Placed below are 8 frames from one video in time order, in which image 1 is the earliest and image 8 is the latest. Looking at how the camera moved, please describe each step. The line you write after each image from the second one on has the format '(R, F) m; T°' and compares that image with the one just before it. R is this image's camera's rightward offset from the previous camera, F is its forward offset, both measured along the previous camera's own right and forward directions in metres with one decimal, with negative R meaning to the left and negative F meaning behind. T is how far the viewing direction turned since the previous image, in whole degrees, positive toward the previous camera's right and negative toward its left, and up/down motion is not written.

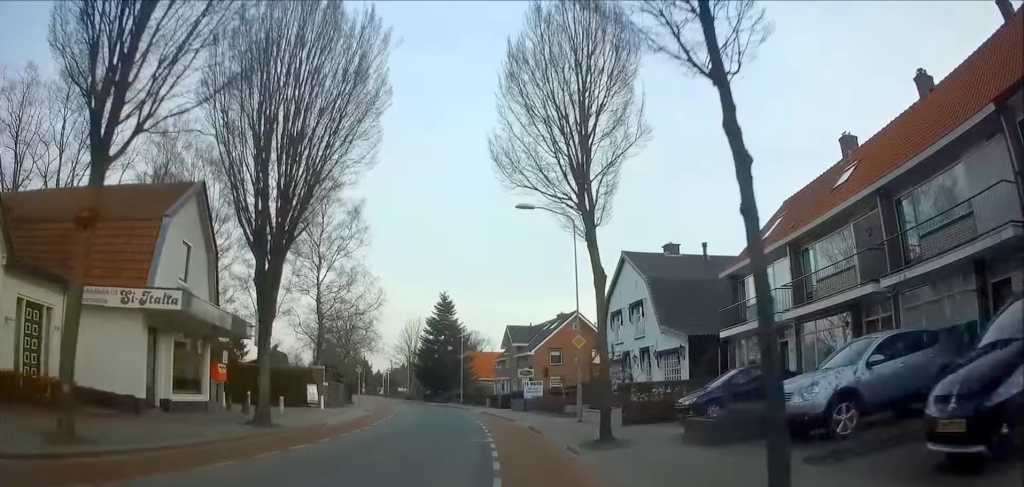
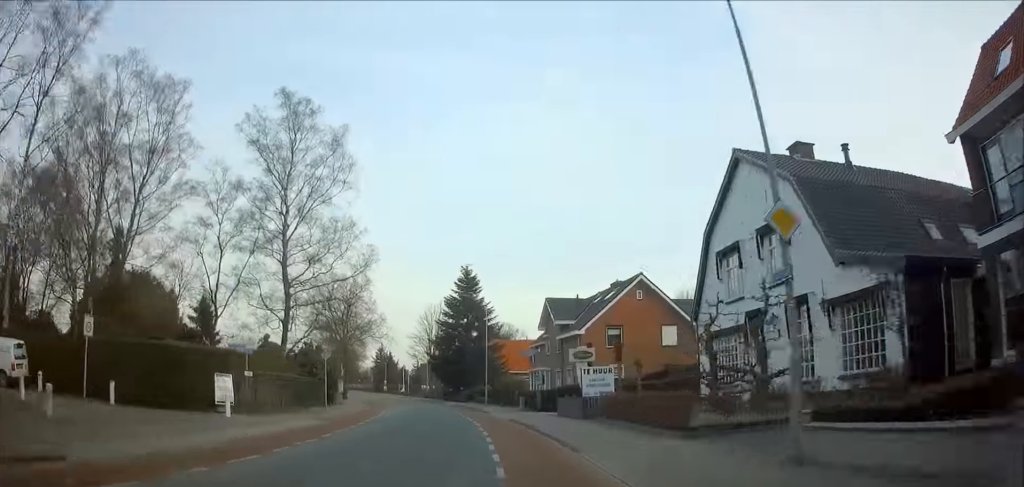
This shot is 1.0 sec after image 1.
(+0.2, +15.4) m; -1°
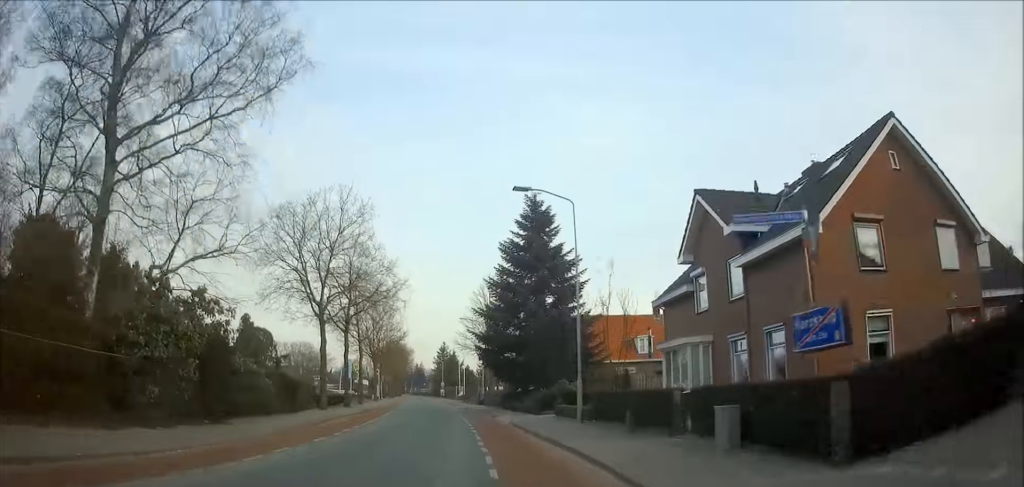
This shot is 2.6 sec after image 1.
(-1.0, +24.6) m; -5°
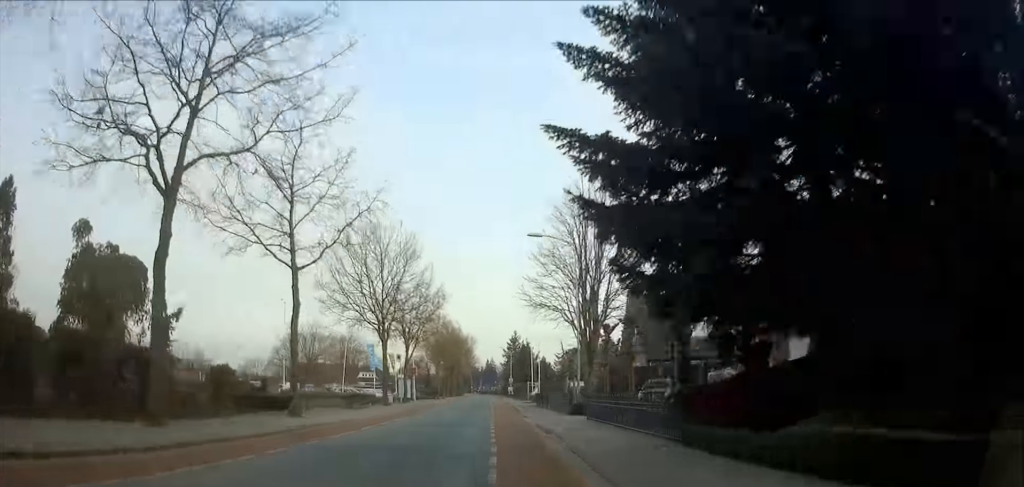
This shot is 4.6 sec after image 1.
(-1.8, +30.7) m; -5°
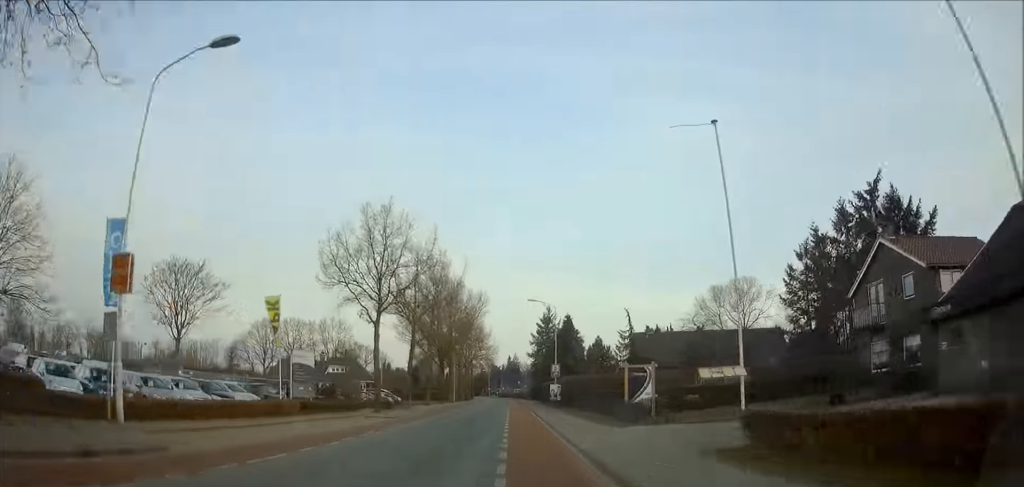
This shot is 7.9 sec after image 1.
(-2.6, +50.6) m; -4°
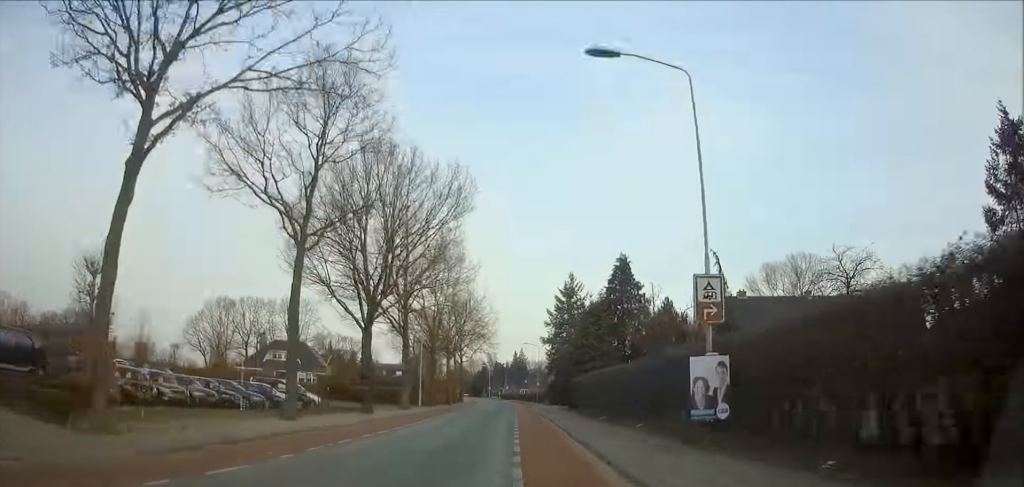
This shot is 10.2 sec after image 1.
(-0.2, +34.2) m; 0°
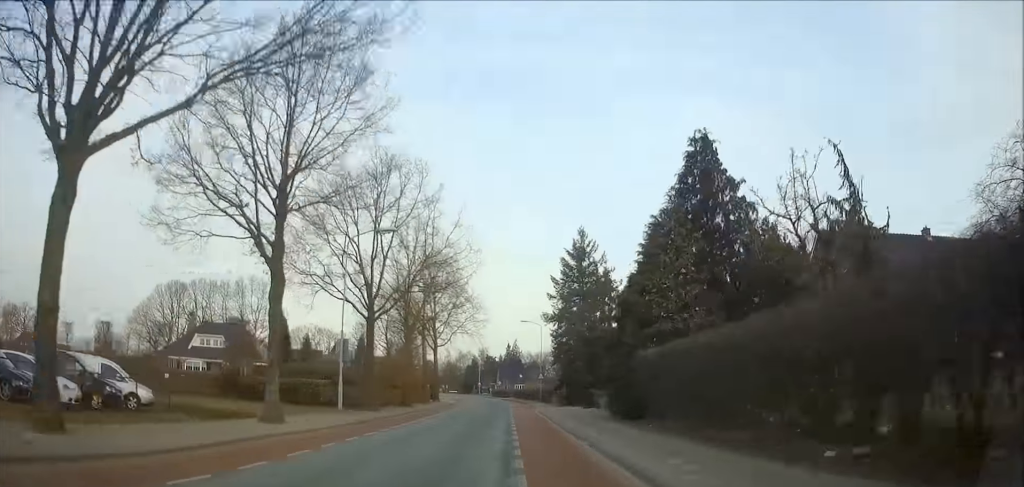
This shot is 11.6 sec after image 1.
(+0.1, +21.1) m; 0°
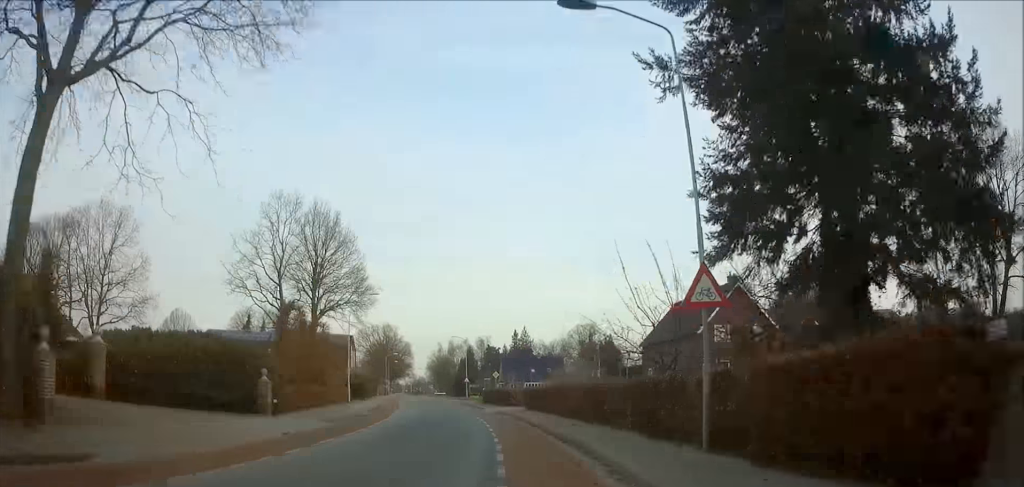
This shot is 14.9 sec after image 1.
(-0.2, +50.1) m; -2°
